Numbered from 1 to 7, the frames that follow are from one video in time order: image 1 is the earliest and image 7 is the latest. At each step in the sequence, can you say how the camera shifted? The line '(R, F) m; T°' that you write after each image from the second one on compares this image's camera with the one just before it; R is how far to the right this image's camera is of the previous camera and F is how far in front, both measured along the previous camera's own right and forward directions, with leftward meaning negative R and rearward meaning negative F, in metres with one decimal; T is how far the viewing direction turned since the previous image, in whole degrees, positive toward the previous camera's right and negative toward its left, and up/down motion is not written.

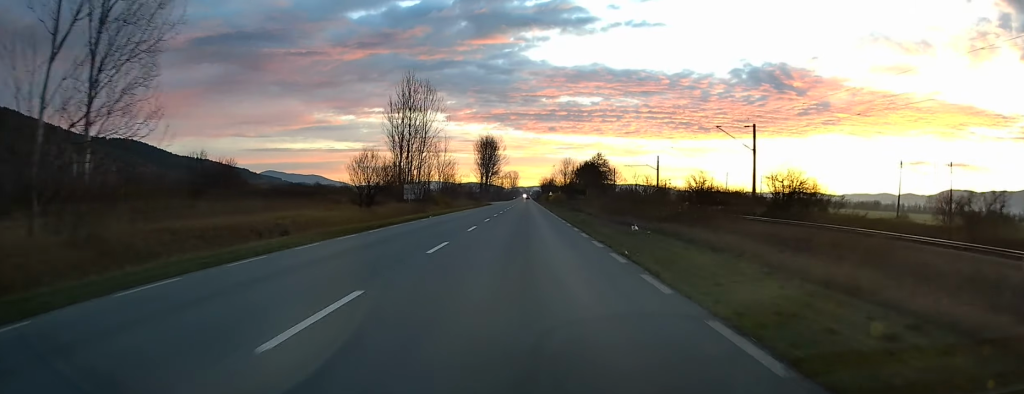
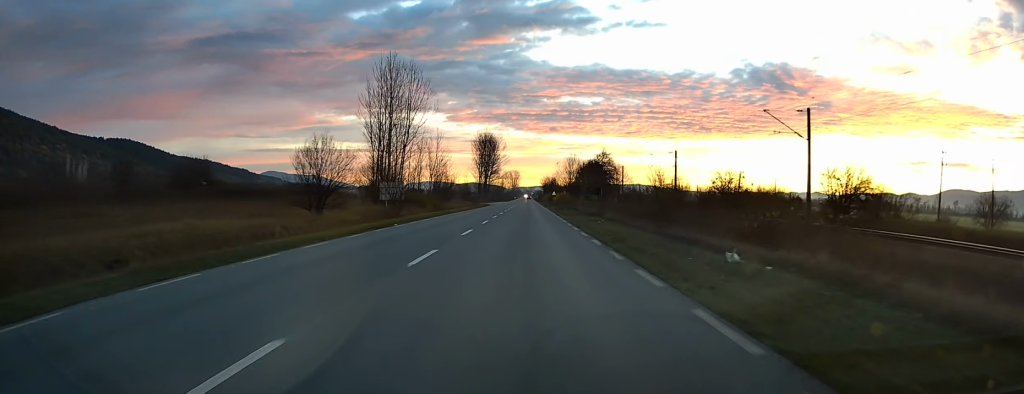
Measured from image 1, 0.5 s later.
(-0.3, +11.5) m; -1°
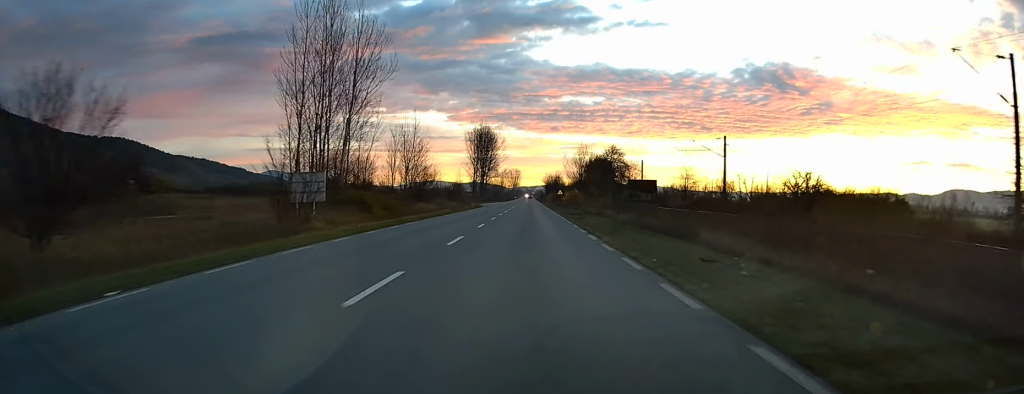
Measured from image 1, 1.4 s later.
(-0.4, +22.2) m; 0°
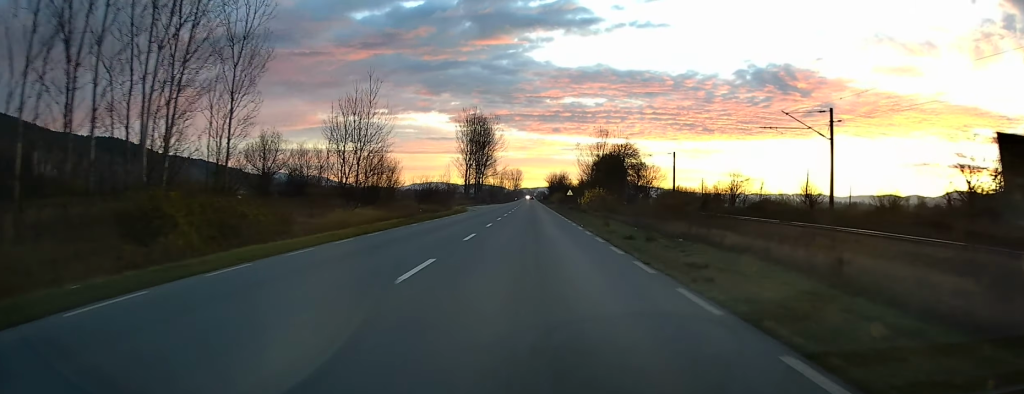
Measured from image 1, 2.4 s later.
(+0.3, +24.6) m; +1°
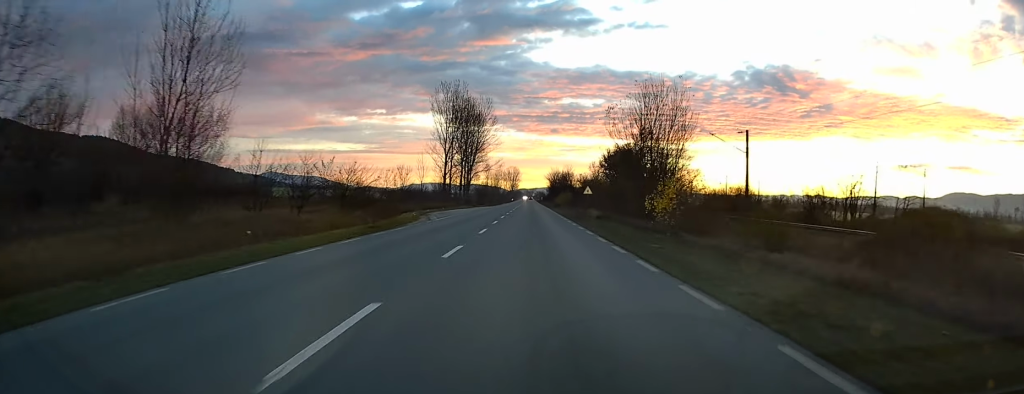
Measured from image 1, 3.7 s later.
(0.0, +32.0) m; 0°
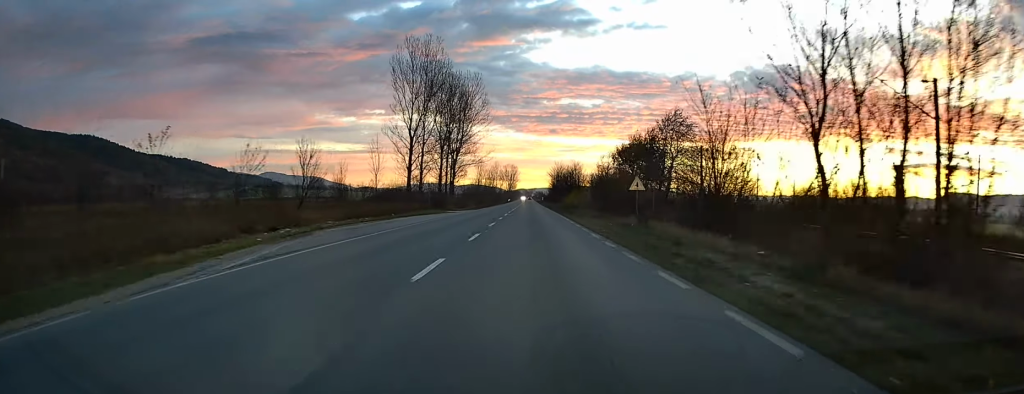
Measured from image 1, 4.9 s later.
(0.0, +30.5) m; 0°
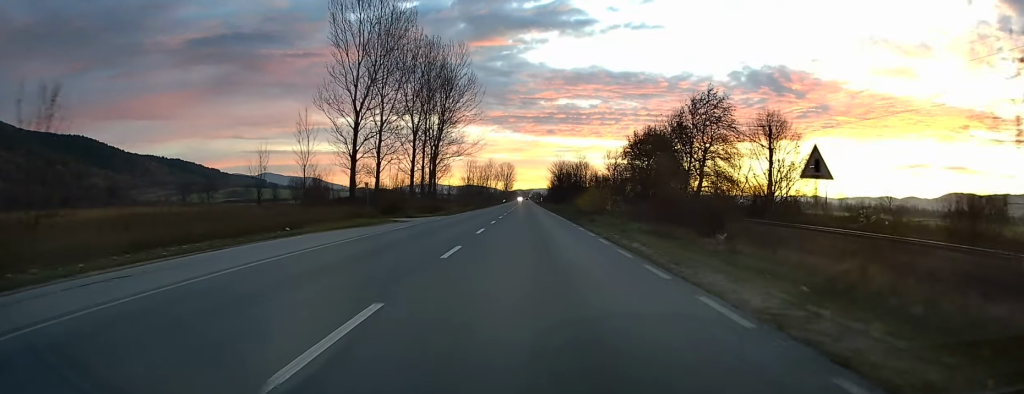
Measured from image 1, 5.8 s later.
(0.0, +23.1) m; 0°
